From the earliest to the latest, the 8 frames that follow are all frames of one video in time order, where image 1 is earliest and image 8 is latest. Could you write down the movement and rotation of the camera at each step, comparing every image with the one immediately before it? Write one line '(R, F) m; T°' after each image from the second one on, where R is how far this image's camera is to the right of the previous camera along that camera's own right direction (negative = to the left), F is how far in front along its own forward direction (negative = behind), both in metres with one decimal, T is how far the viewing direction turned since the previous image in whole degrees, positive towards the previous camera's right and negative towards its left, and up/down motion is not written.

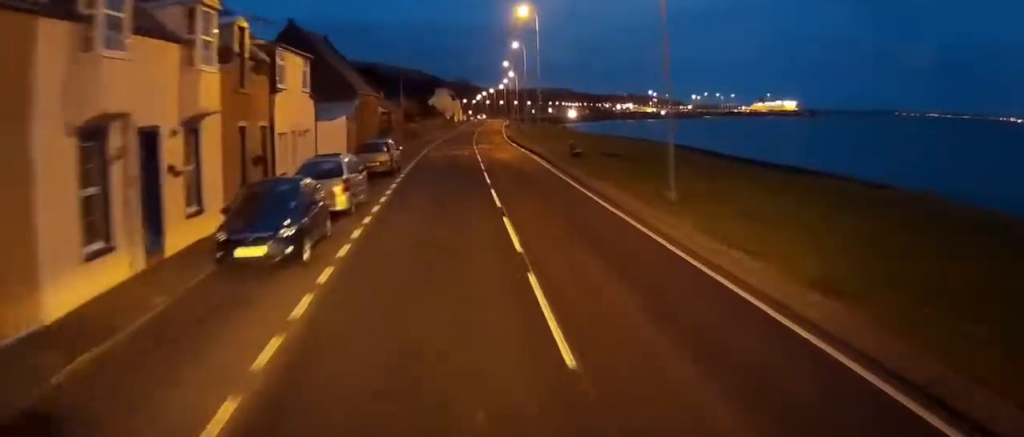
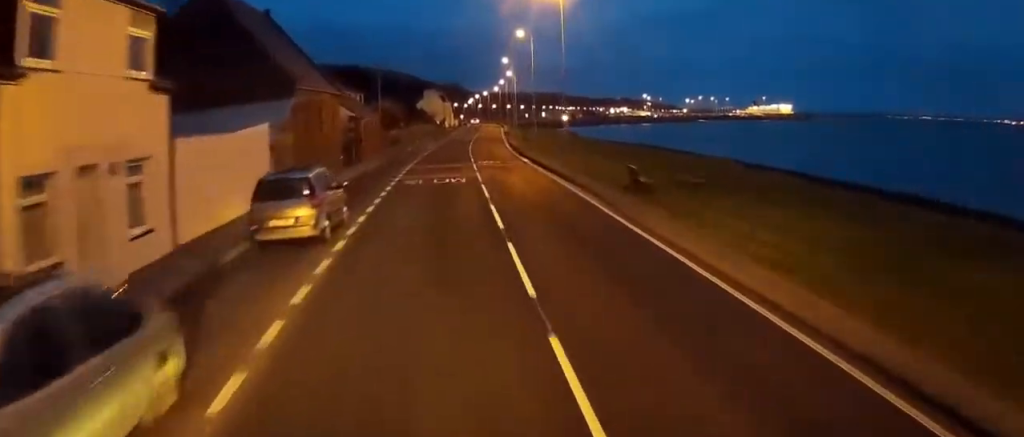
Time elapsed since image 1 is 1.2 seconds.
(0.0, +15.8) m; 0°
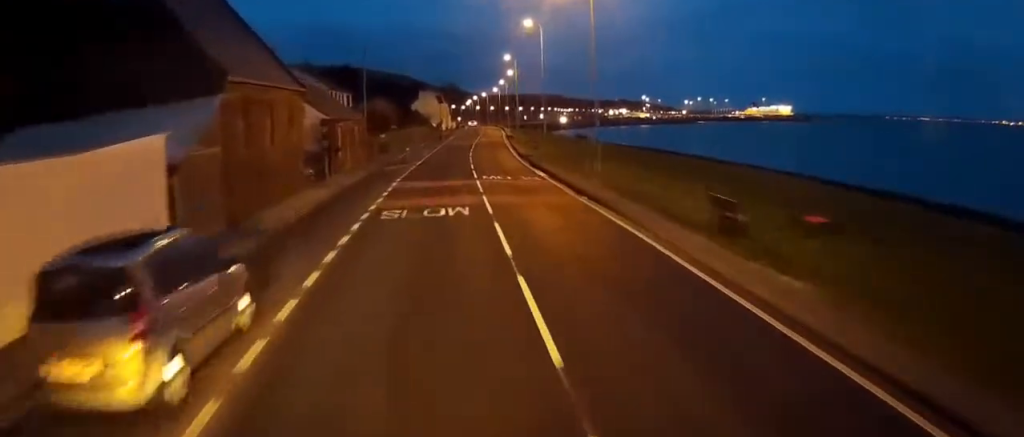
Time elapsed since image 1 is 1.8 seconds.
(0.0, +9.0) m; 0°
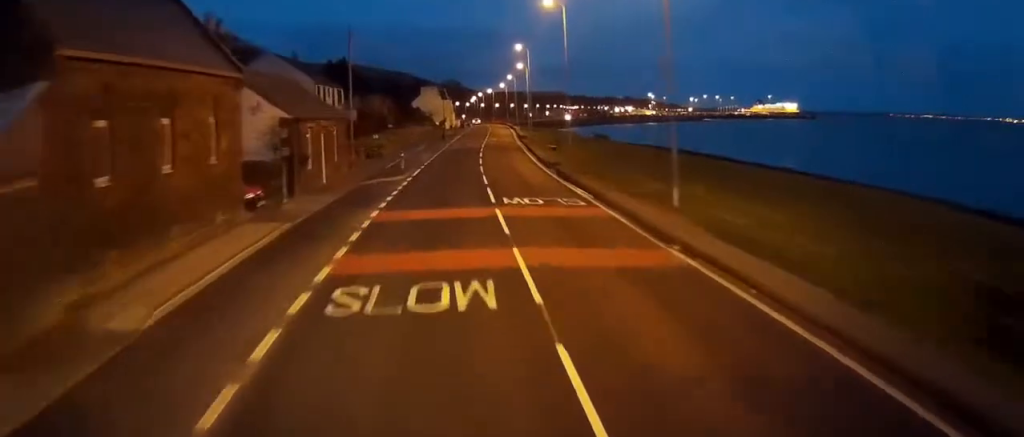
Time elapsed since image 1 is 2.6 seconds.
(+0.1, +9.9) m; 0°
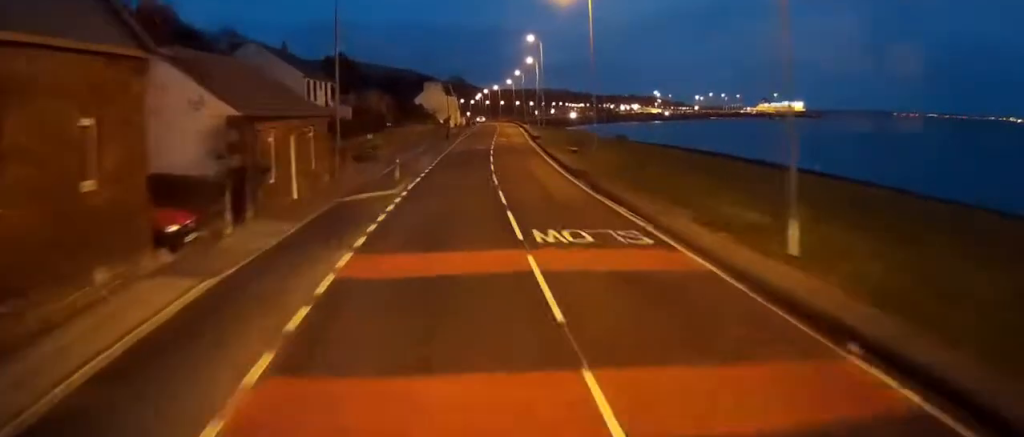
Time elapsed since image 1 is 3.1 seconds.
(0.0, +7.1) m; 0°
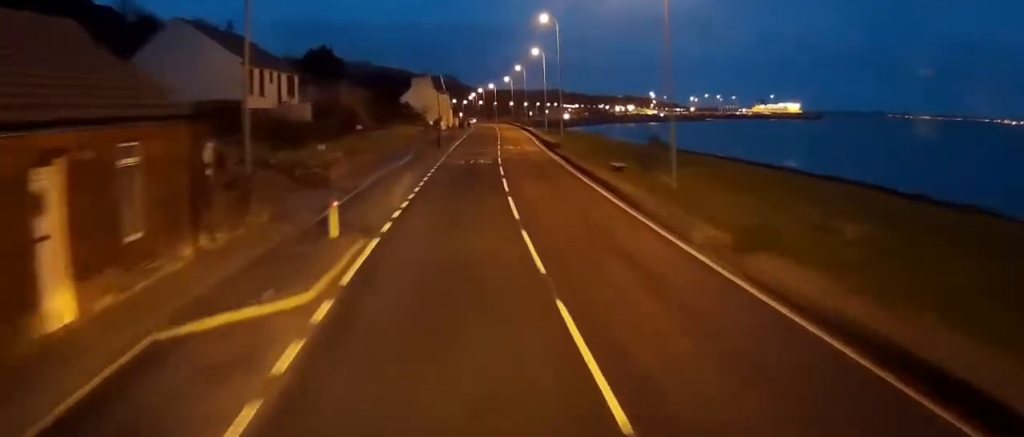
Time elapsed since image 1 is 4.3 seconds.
(0.0, +15.5) m; +1°
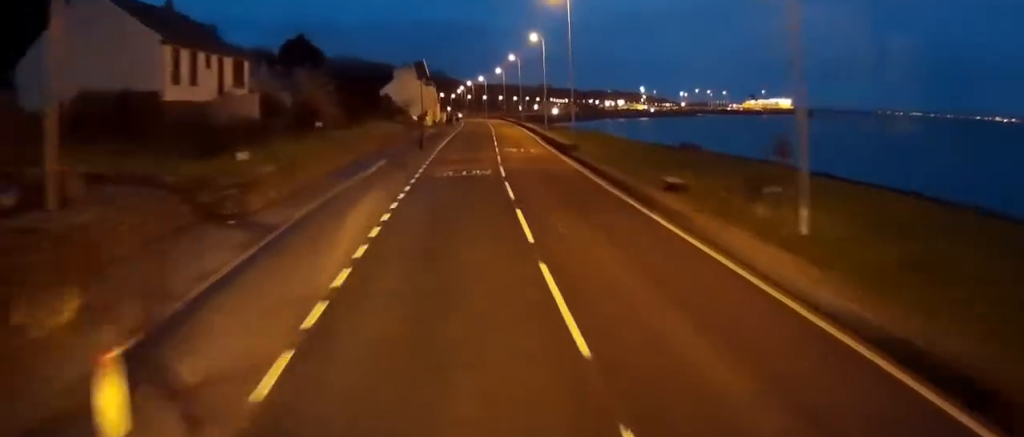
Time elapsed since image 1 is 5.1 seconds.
(+0.1, +10.7) m; +1°
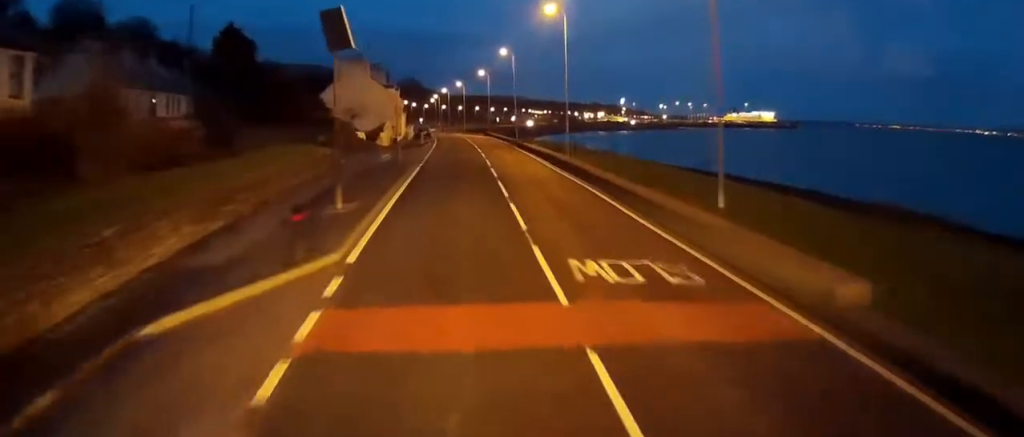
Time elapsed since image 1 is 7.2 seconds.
(+0.4, +28.6) m; +1°
